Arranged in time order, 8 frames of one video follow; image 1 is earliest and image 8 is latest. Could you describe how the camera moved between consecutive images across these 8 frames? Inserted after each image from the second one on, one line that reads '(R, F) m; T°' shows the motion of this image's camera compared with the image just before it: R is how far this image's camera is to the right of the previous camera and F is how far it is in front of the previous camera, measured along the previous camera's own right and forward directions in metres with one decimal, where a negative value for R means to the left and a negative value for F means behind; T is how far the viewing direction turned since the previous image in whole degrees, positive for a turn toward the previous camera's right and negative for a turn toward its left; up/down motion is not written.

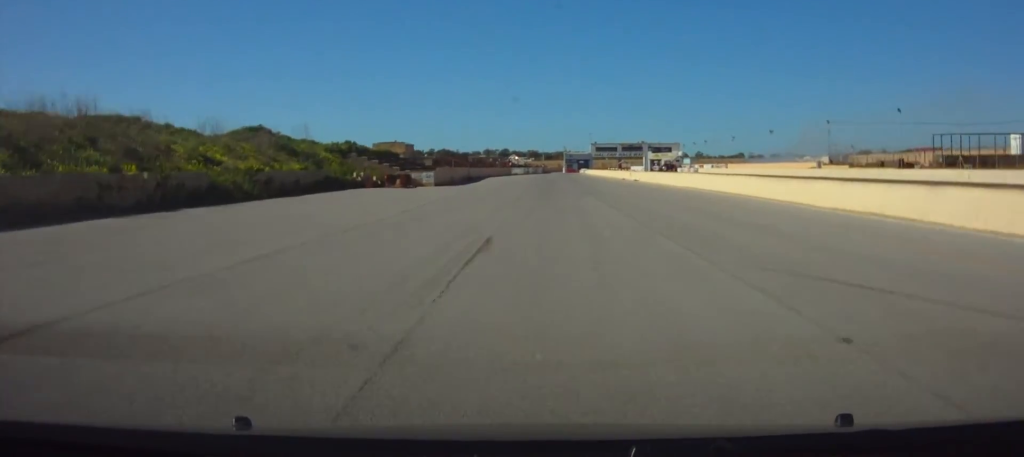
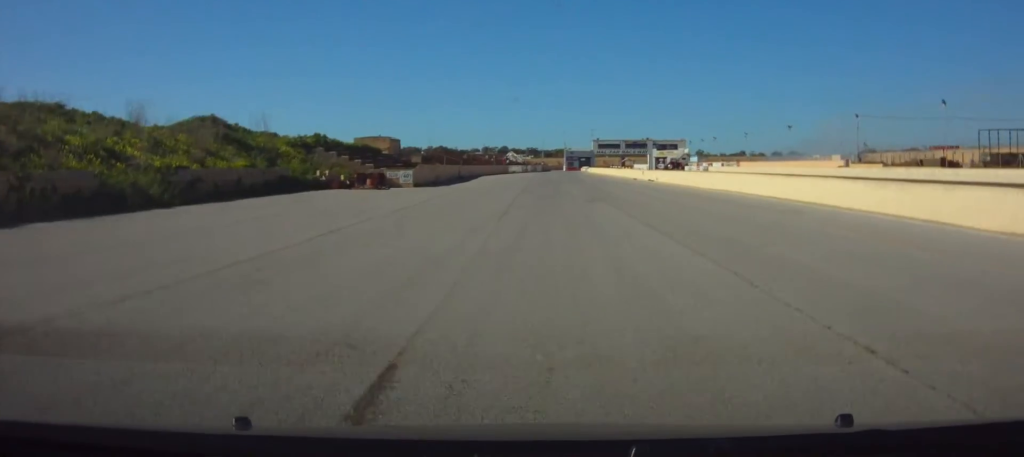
(0.0, +9.8) m; 0°
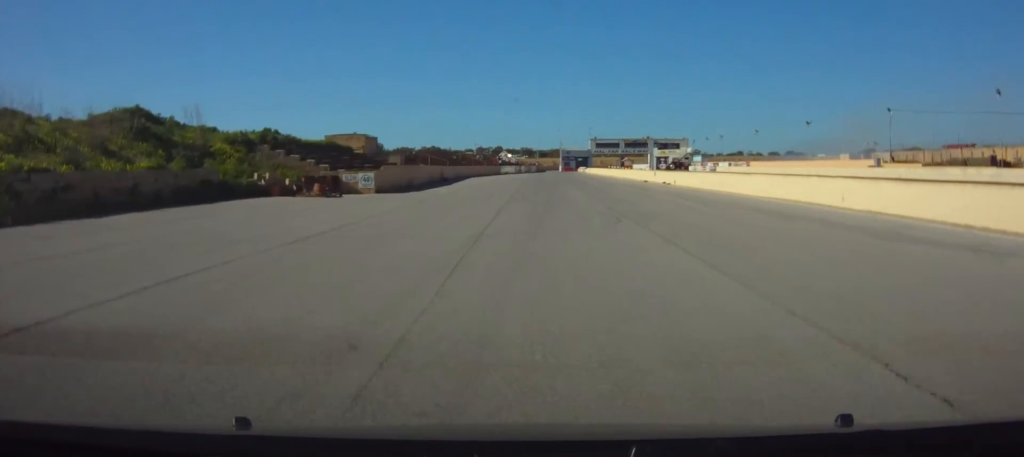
(-0.1, +10.4) m; 0°
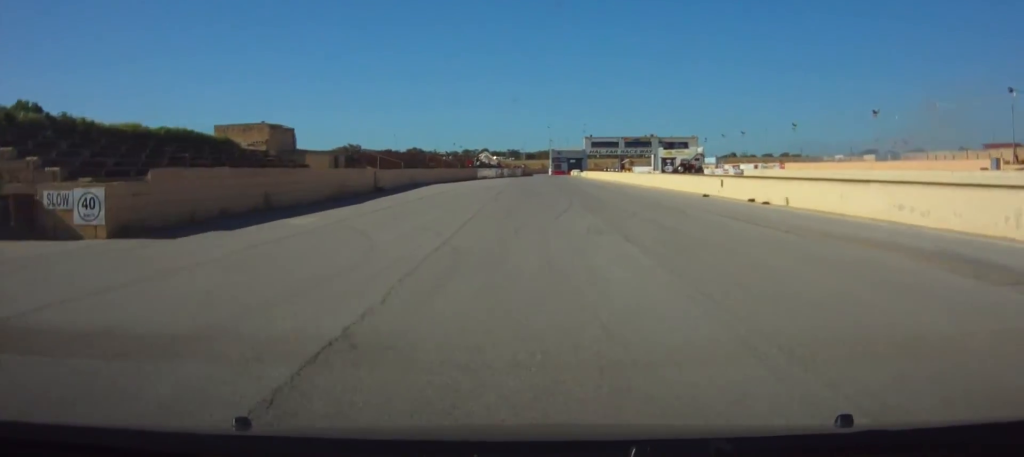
(+0.3, +25.3) m; +1°
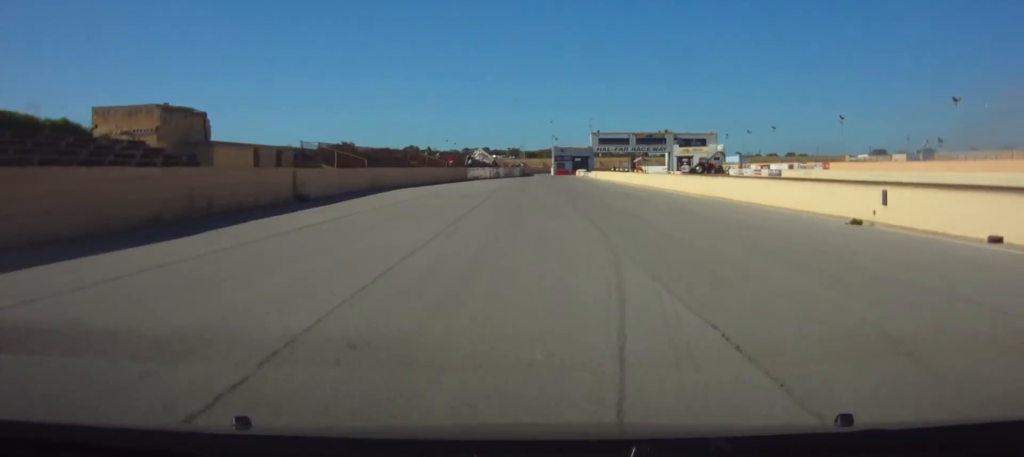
(0.0, +16.6) m; 0°
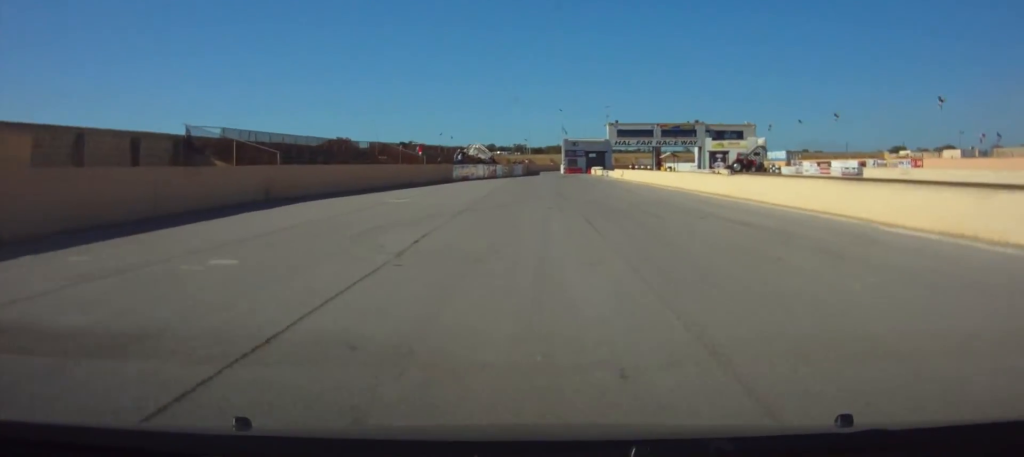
(0.0, +22.0) m; 0°
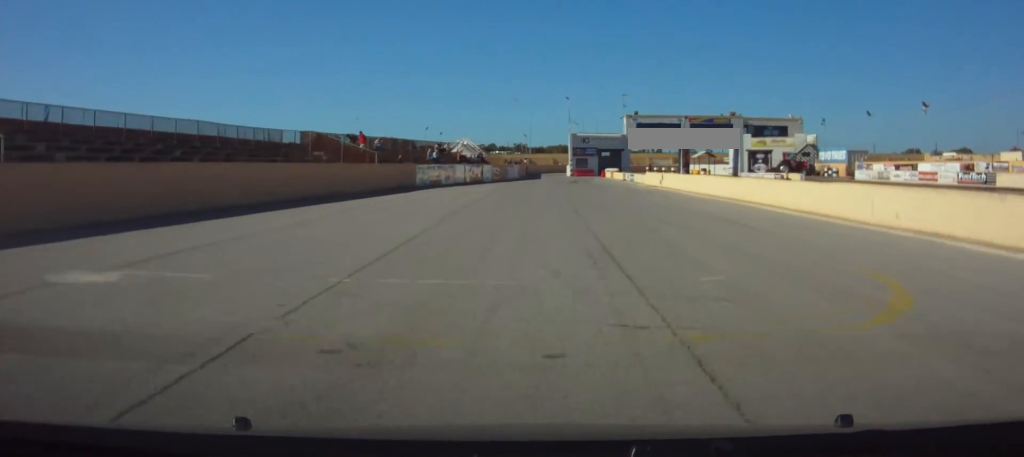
(-0.1, +21.8) m; 0°
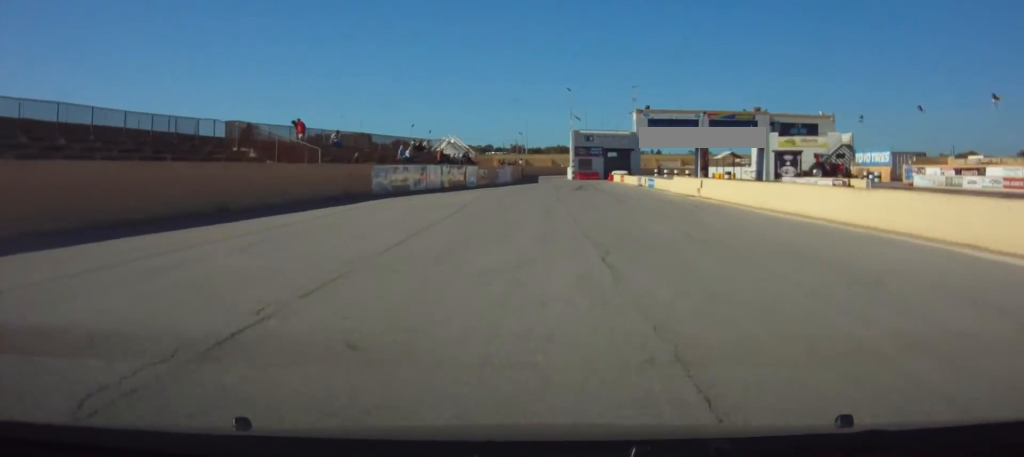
(0.0, +12.4) m; 0°
